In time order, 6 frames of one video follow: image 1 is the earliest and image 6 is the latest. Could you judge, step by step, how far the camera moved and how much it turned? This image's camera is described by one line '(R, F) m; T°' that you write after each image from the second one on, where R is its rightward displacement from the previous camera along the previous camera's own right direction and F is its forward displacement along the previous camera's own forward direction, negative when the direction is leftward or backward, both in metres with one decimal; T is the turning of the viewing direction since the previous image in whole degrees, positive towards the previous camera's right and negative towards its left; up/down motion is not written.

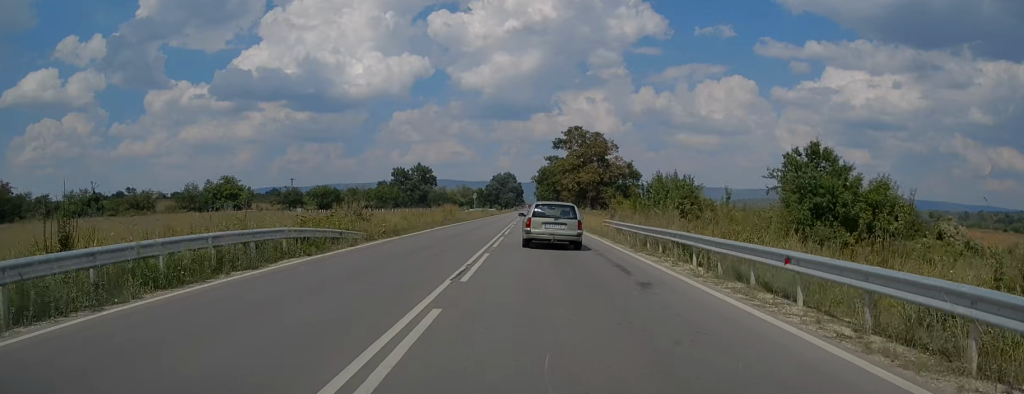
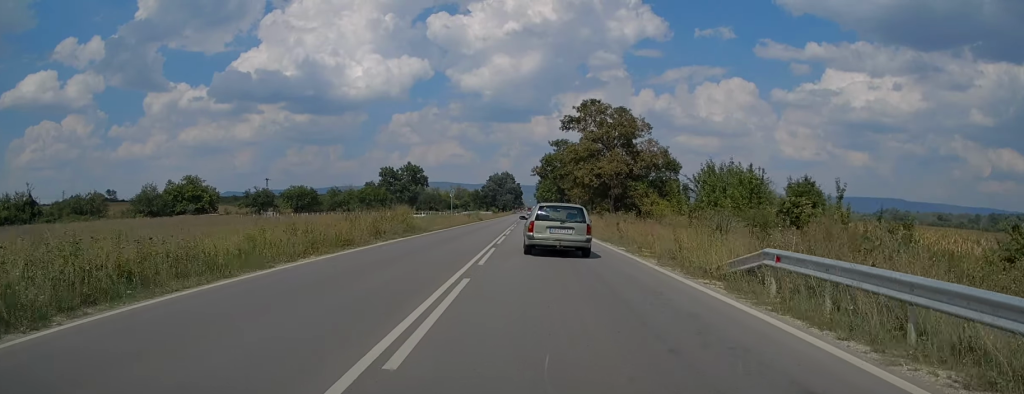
(+0.1, +23.2) m; 0°
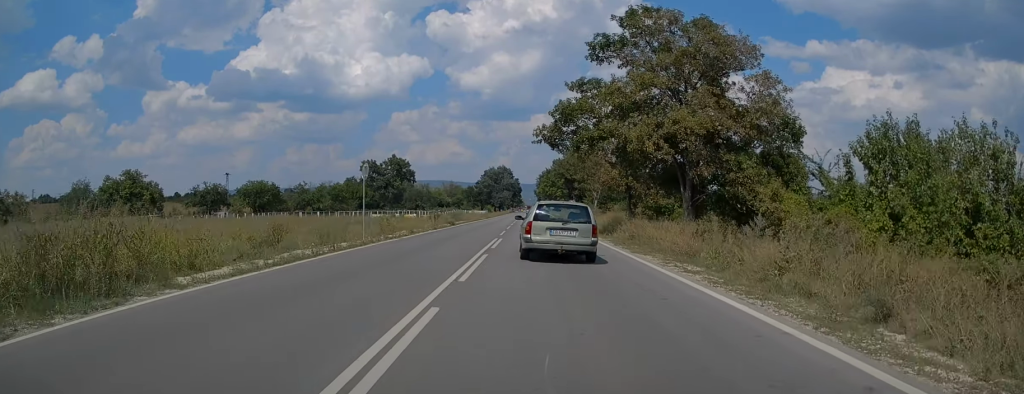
(+0.1, +29.8) m; 0°
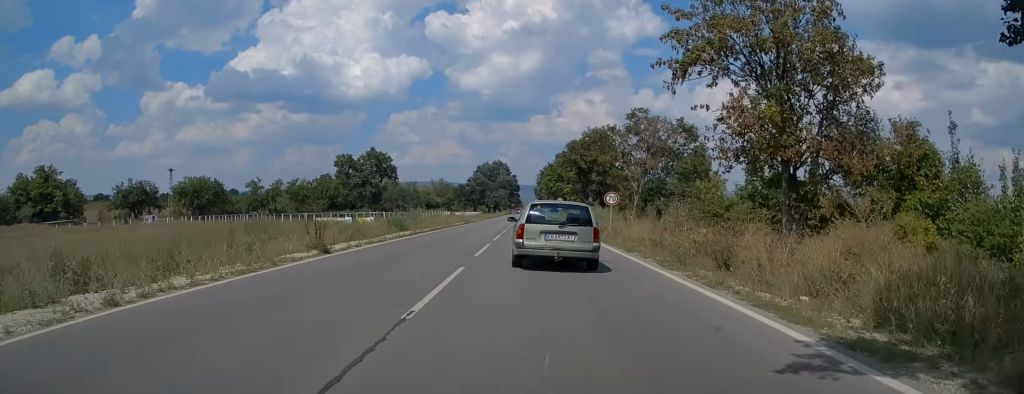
(-0.1, +31.6) m; -1°
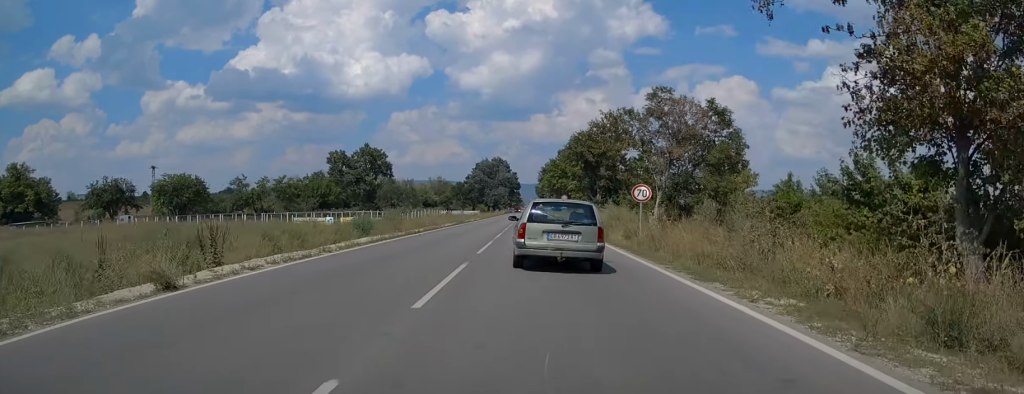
(0.0, +8.7) m; 0°
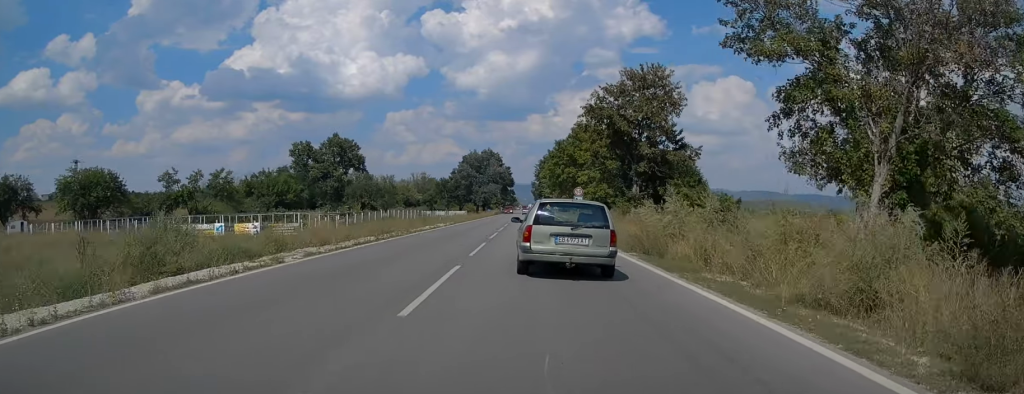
(+0.1, +28.1) m; 0°
